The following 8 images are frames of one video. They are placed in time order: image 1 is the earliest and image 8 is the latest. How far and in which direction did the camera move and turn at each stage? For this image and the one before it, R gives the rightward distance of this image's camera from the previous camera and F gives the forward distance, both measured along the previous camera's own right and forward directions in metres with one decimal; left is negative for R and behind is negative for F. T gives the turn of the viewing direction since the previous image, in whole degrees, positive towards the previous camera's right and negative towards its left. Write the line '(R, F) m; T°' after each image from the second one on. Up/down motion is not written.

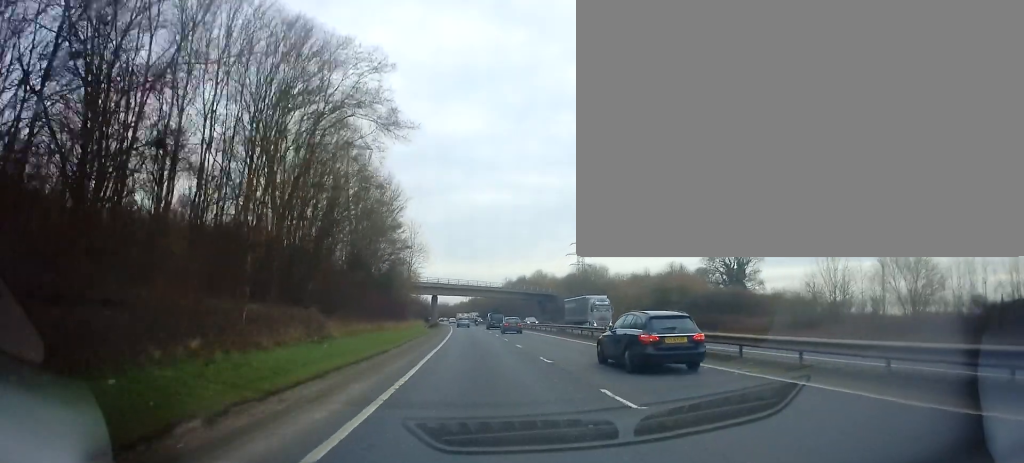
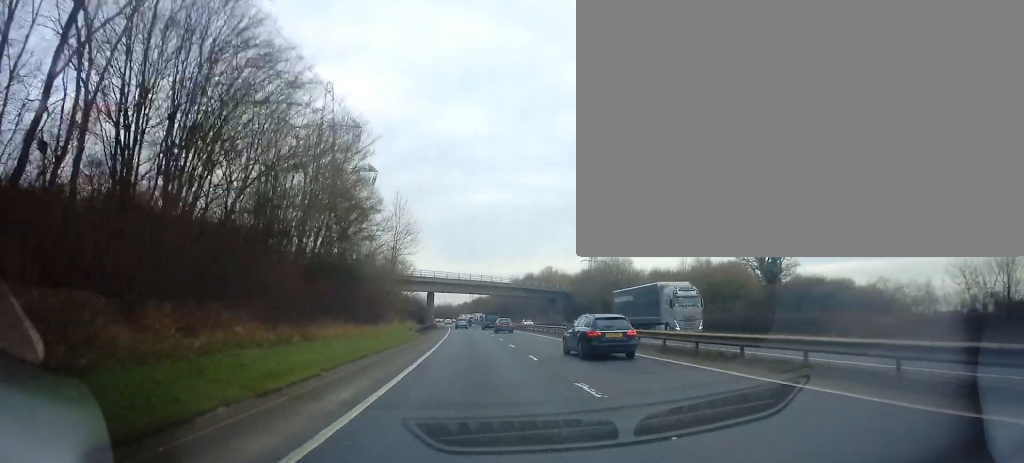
(0.0, +16.3) m; 0°
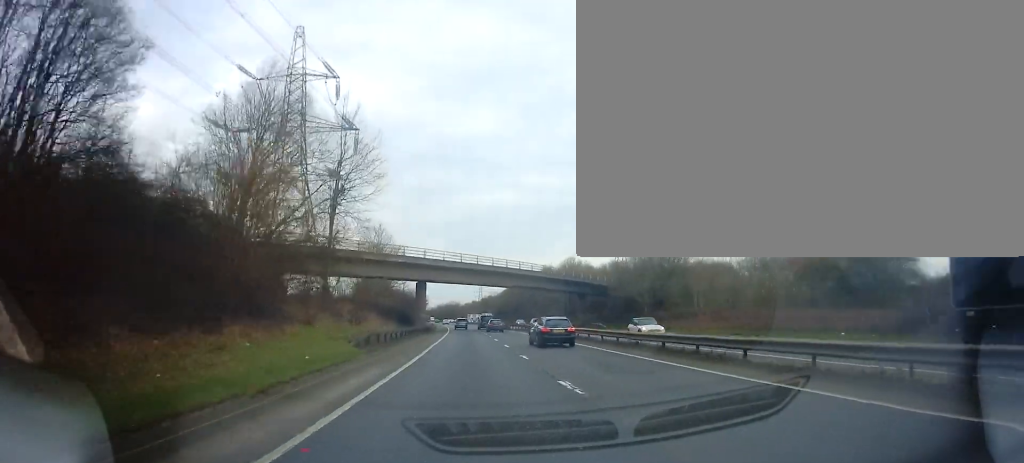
(-0.1, +25.8) m; -1°
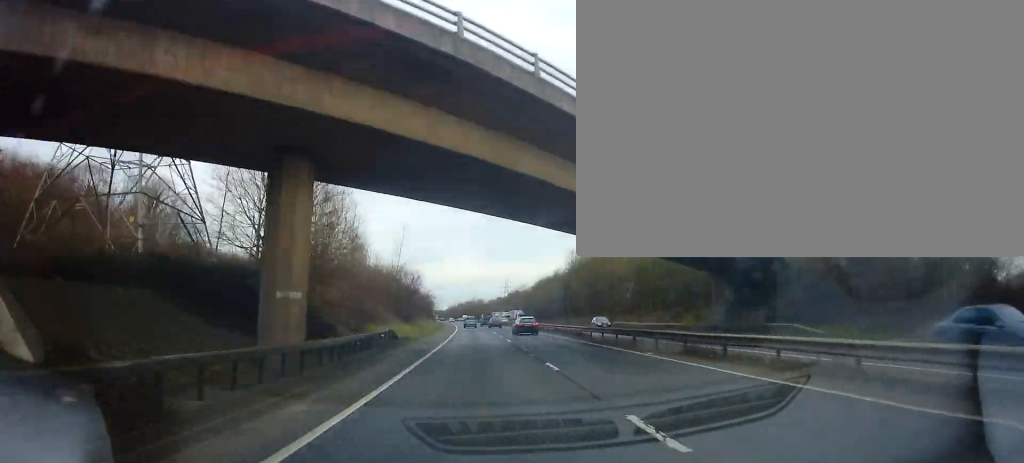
(-0.8, +48.9) m; -2°
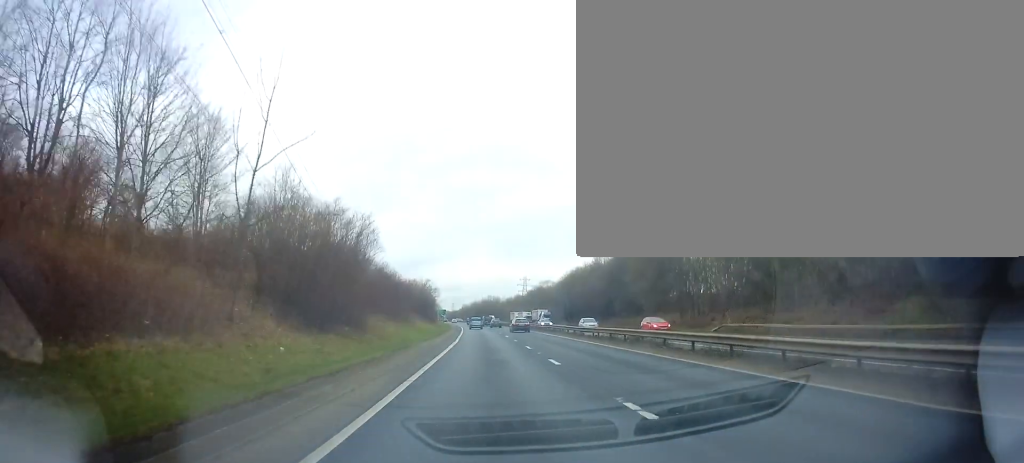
(-0.6, +34.5) m; -2°
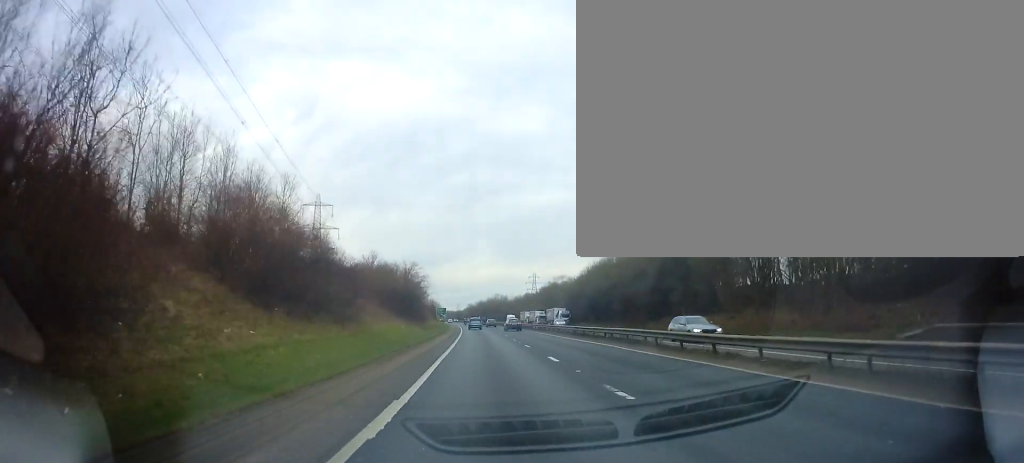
(-0.2, +25.6) m; 0°
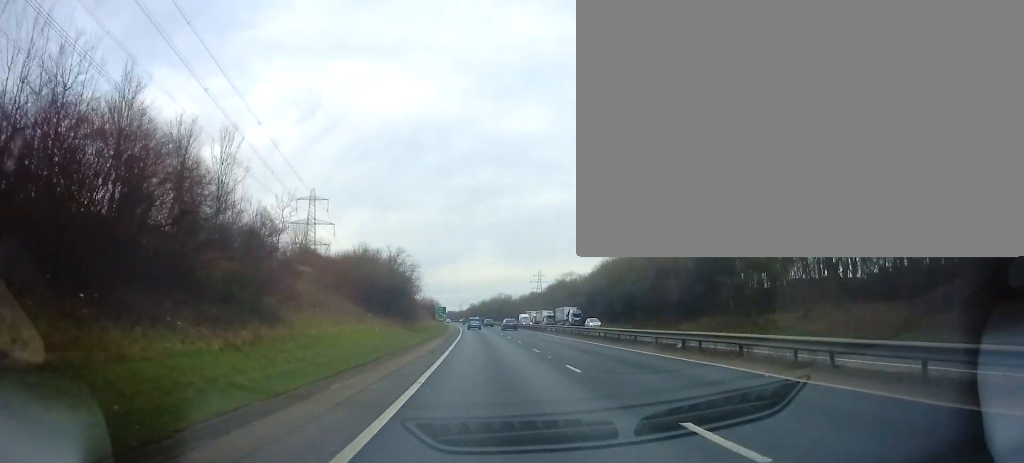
(0.0, +12.8) m; 0°
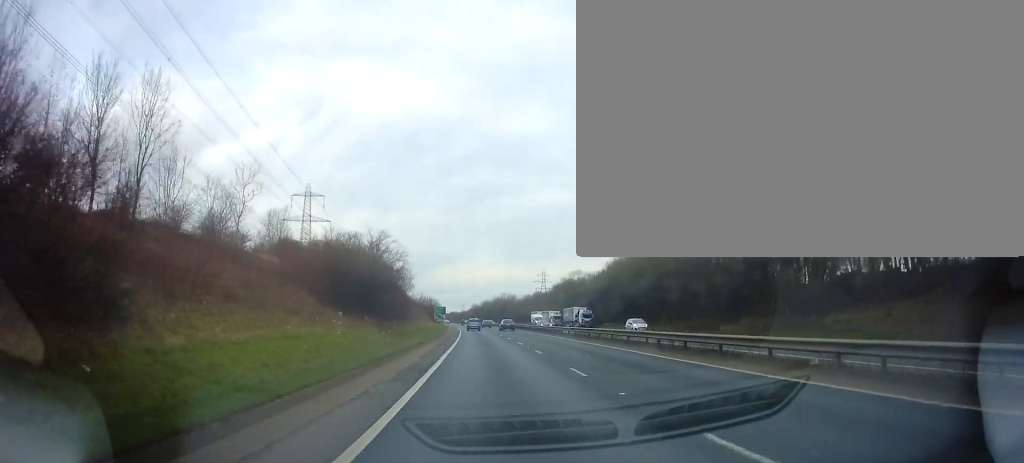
(0.0, +9.8) m; 0°
